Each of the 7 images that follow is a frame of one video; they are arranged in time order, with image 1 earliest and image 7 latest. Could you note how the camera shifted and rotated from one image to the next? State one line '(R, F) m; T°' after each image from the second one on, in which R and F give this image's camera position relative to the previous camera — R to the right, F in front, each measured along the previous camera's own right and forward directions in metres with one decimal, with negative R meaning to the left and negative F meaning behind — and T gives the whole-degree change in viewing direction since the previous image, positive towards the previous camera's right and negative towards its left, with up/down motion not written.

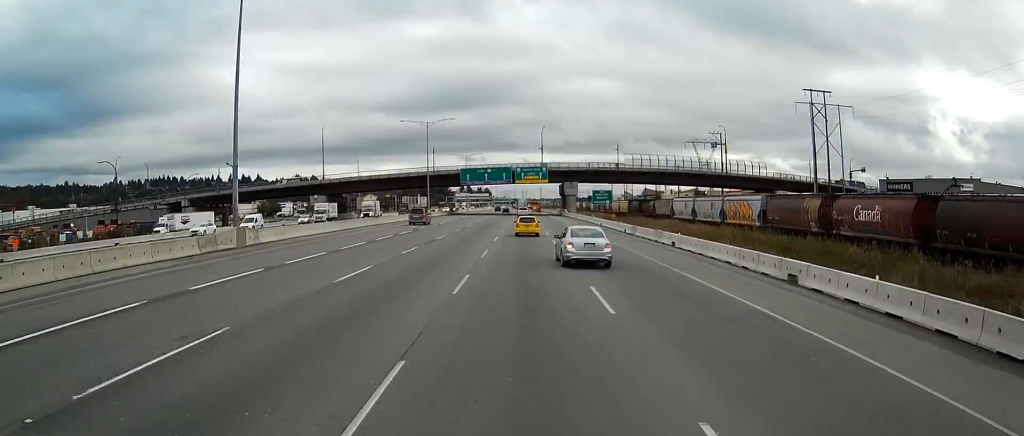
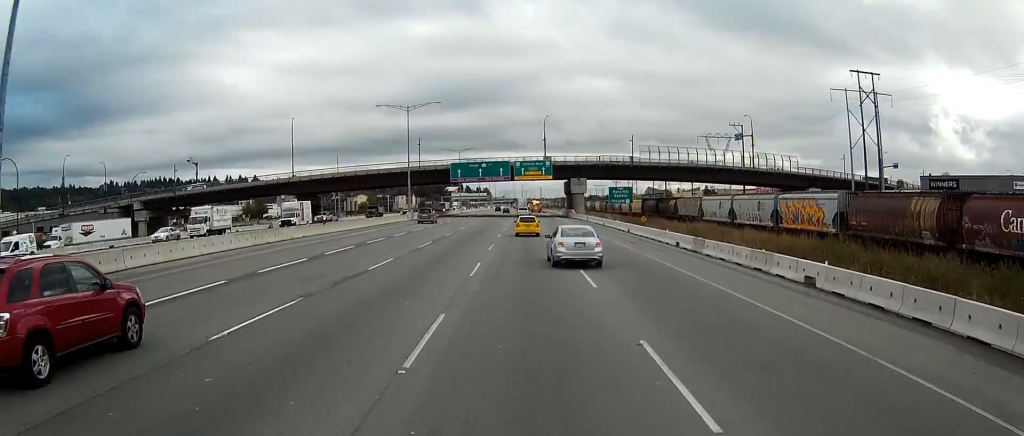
(0.0, +20.7) m; 0°
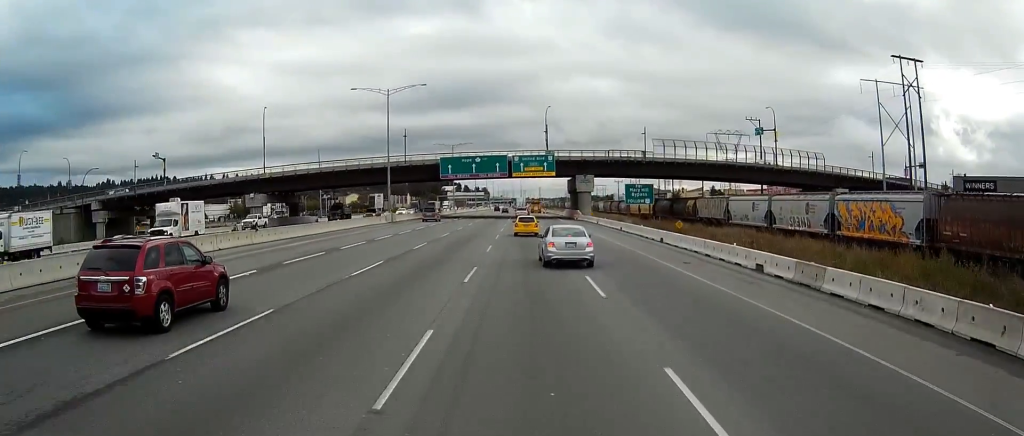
(0.0, +15.3) m; 0°
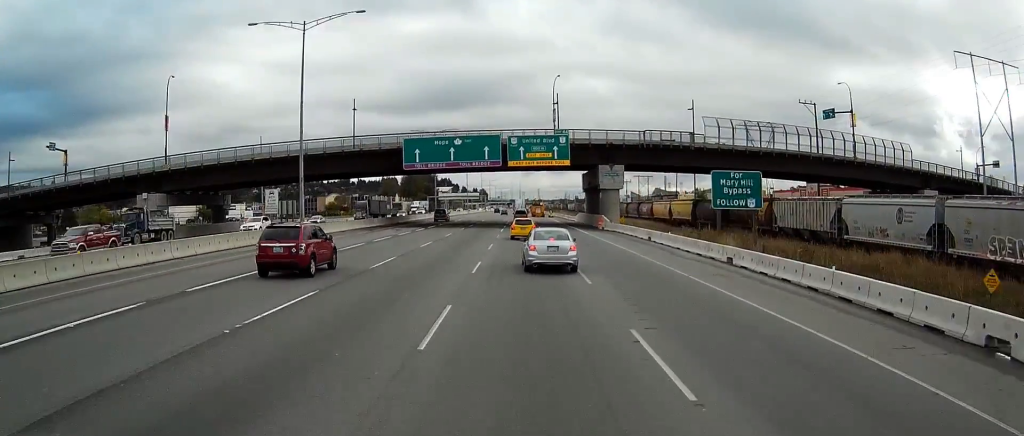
(-0.1, +34.0) m; 0°
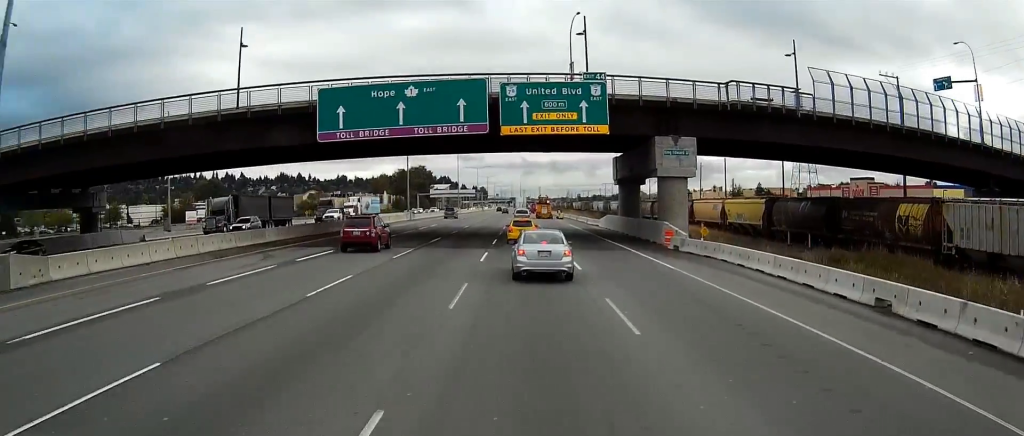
(+0.2, +33.8) m; +1°
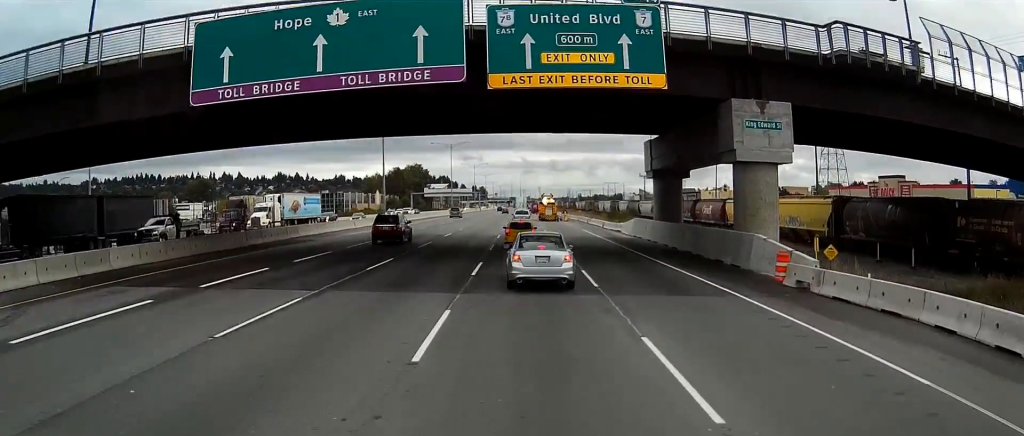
(0.0, +17.7) m; 0°
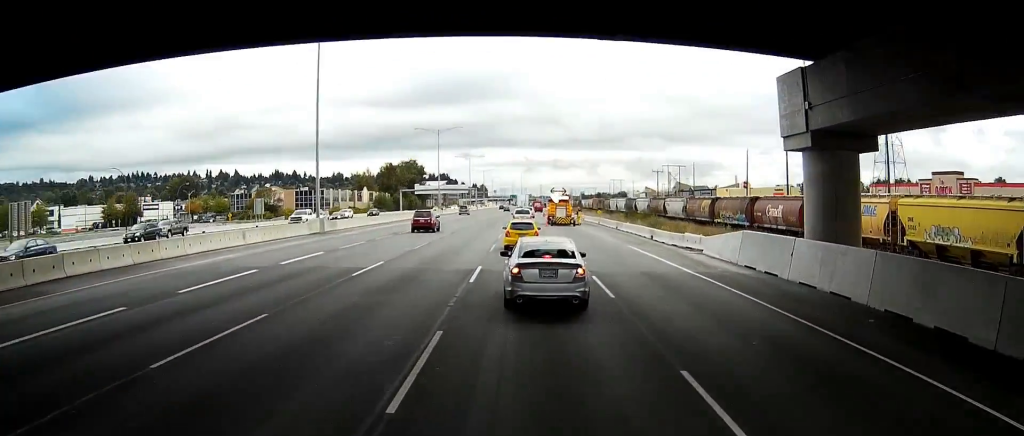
(-0.1, +28.7) m; -1°
